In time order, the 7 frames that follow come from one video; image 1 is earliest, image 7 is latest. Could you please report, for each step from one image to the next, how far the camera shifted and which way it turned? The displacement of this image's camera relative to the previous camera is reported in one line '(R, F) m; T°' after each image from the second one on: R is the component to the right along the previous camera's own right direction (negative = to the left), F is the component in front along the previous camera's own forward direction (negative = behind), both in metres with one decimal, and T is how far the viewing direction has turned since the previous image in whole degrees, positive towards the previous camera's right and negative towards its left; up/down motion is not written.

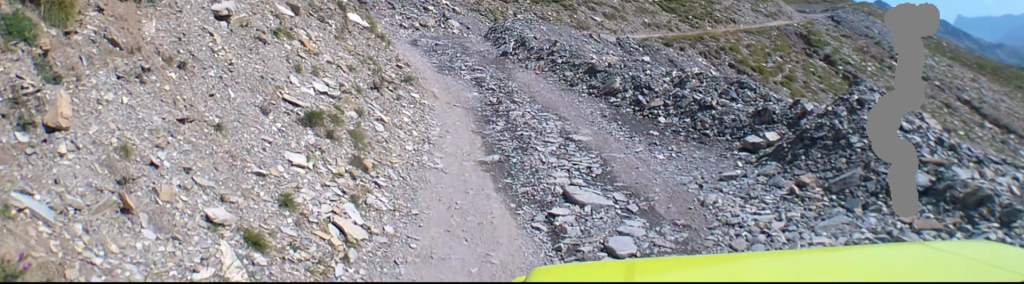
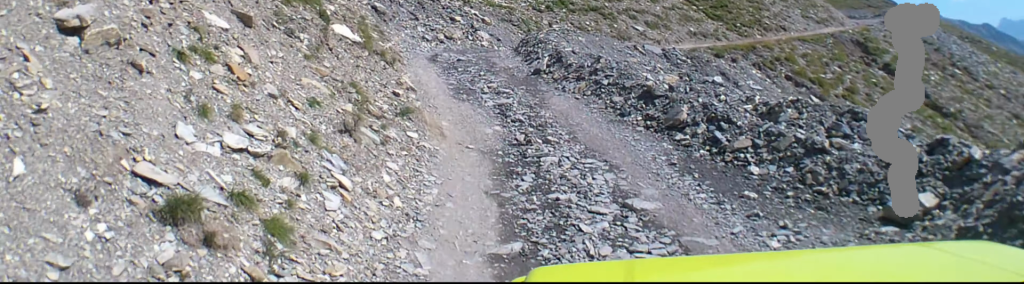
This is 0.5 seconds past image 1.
(-0.1, +1.6) m; -1°
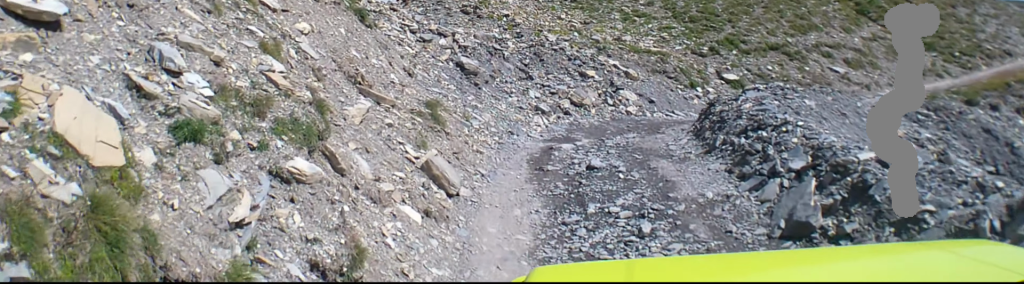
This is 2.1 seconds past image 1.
(-0.2, +4.5) m; 0°
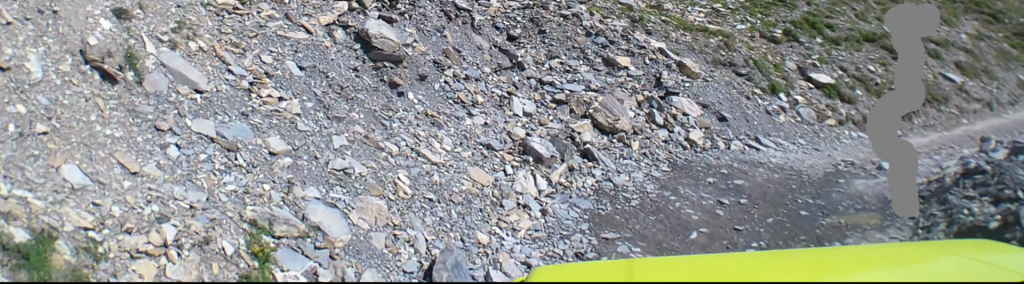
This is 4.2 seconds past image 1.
(-0.1, +5.9) m; +13°
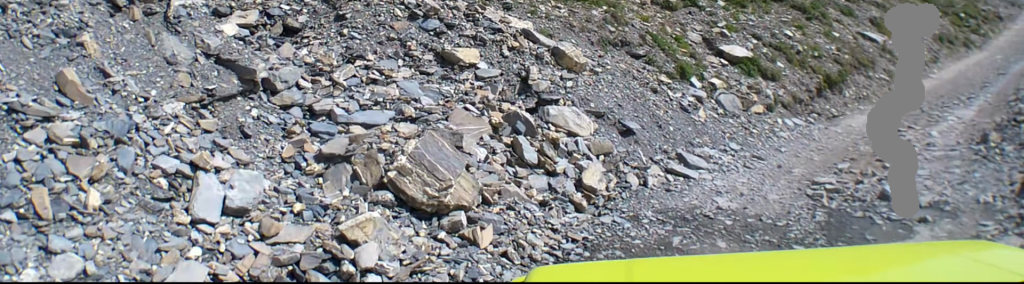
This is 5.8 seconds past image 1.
(+1.8, +2.9) m; +28°
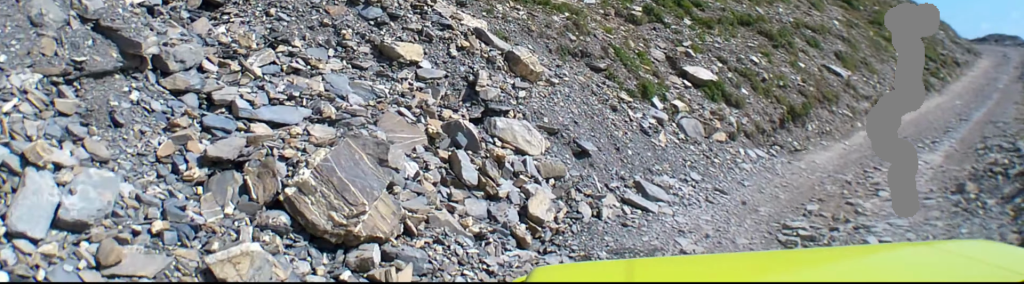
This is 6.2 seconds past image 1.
(-0.1, +1.0) m; -4°
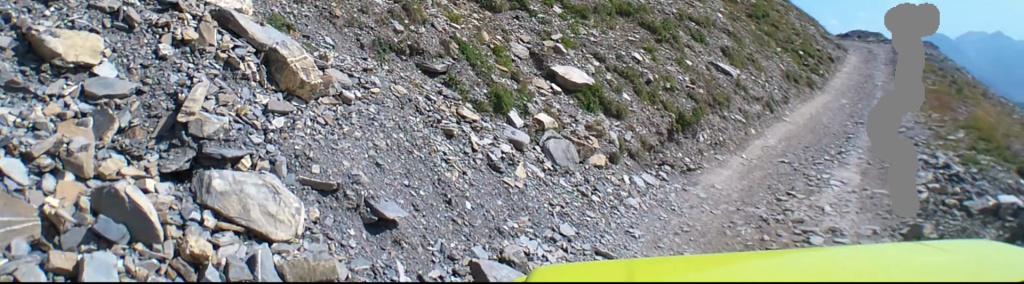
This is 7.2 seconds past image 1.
(-0.1, +2.7) m; +12°
